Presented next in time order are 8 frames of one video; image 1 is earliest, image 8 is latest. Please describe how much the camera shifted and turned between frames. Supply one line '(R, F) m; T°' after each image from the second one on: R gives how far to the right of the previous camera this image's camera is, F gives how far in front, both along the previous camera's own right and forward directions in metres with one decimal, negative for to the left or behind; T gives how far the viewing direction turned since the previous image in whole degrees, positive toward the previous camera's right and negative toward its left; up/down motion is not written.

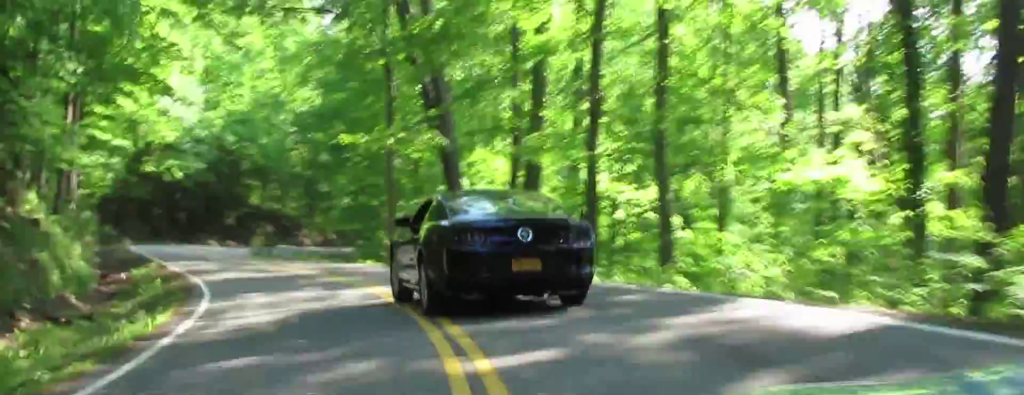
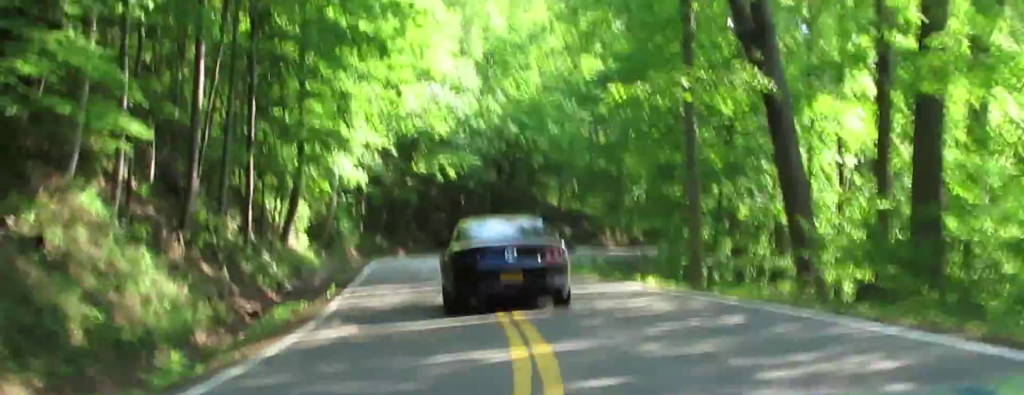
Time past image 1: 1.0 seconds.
(-2.8, +9.6) m; -26°
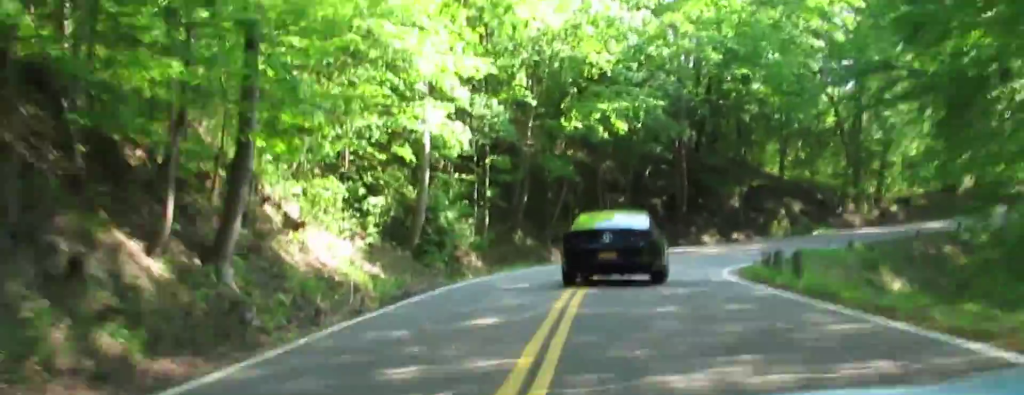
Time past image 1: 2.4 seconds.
(-4.5, +20.1) m; -13°
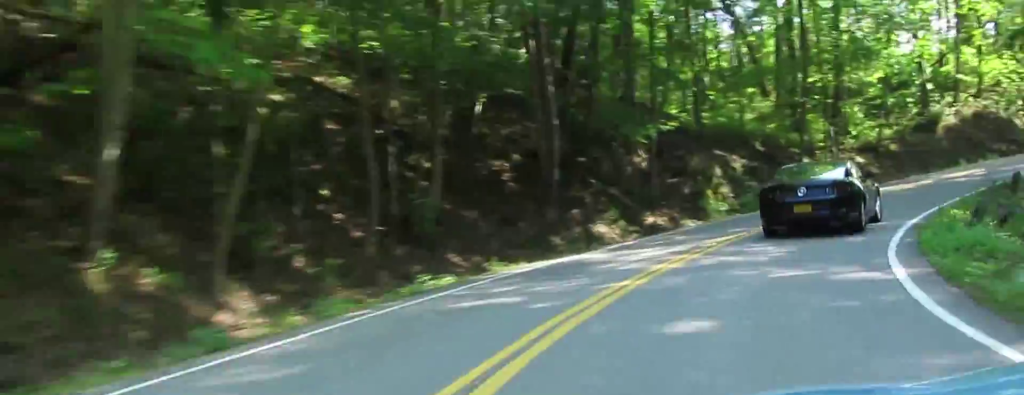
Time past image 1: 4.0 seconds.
(+3.1, +32.6) m; +17°
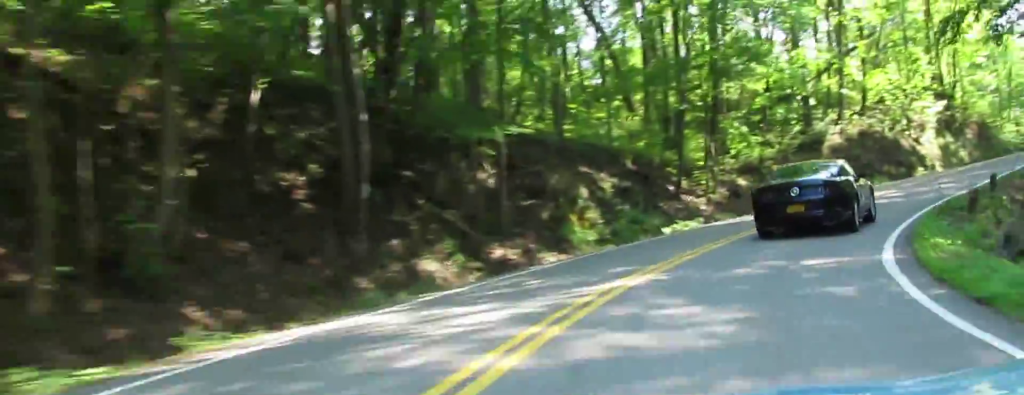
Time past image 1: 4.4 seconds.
(+0.9, +11.1) m; +8°
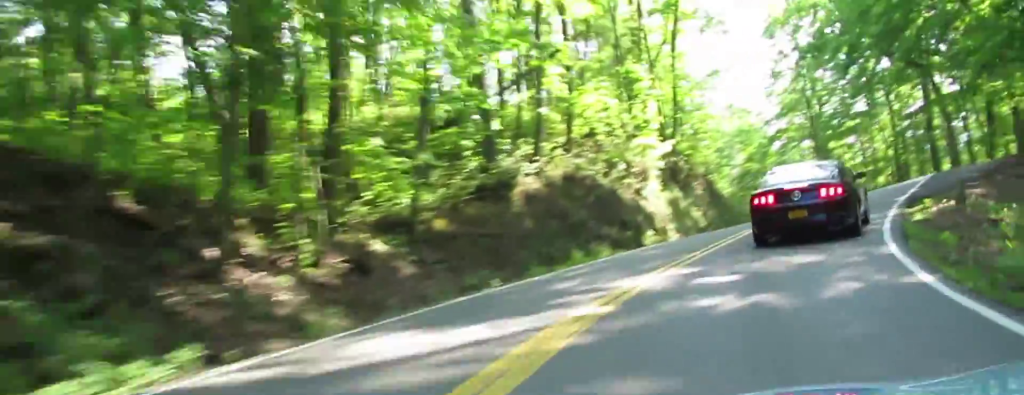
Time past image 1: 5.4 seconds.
(+4.6, +27.5) m; +16°
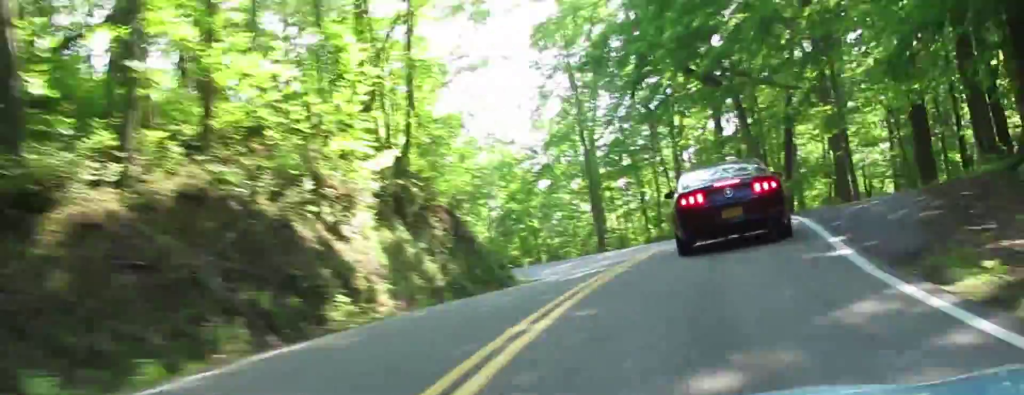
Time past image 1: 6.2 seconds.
(+2.1, +22.3) m; +3°
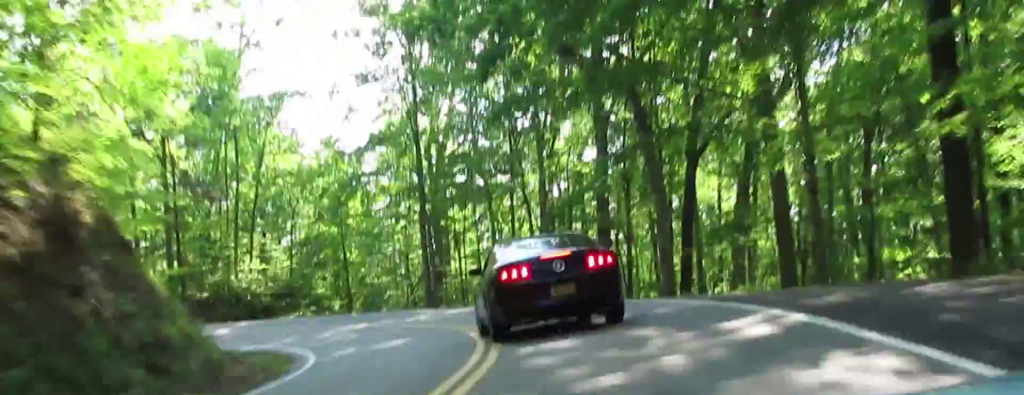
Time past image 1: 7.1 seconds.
(-0.1, +22.2) m; -11°
